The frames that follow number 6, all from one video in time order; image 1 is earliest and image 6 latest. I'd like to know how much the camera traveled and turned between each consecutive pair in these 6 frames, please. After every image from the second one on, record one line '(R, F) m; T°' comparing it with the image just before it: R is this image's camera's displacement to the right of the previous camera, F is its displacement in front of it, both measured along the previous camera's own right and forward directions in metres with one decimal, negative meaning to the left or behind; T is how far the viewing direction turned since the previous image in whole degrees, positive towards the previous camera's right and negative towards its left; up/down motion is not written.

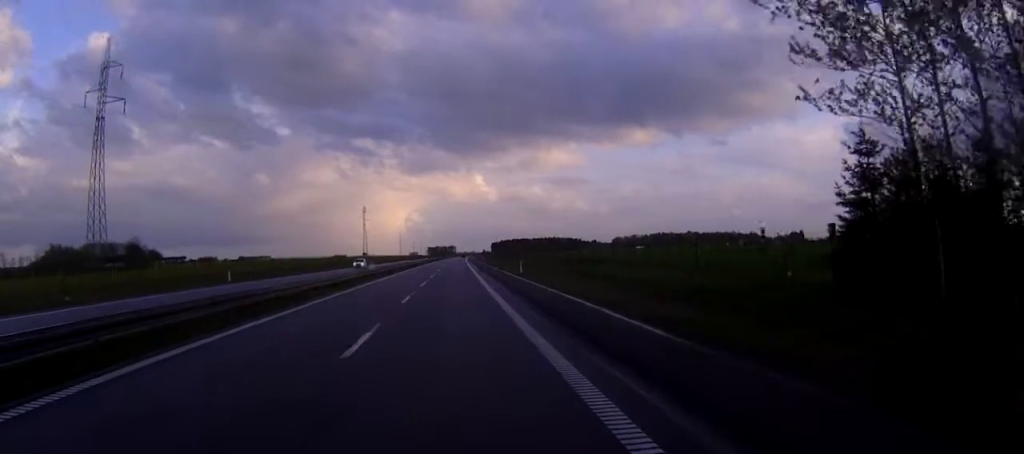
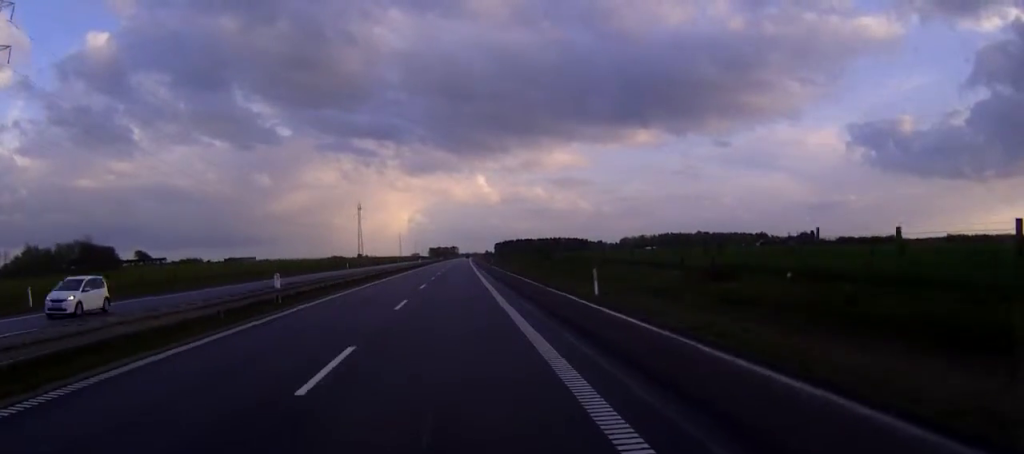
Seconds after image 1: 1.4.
(+0.1, +33.8) m; 0°
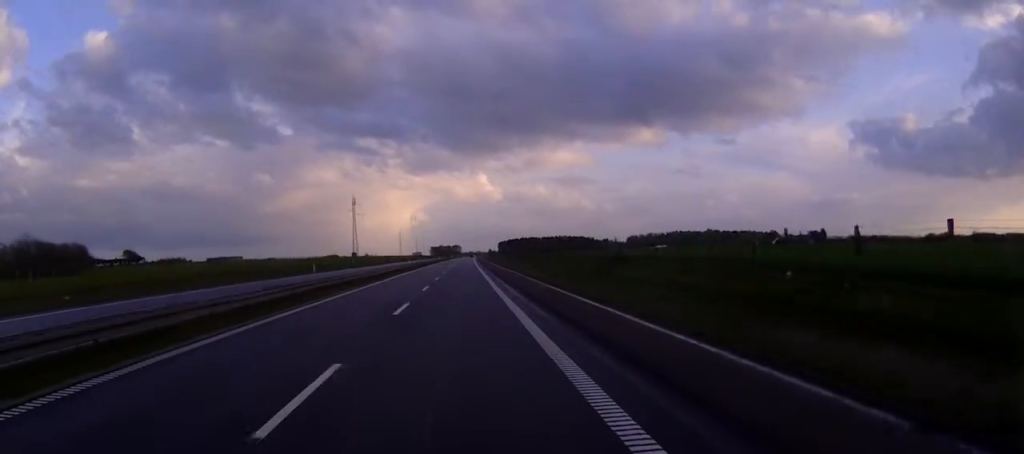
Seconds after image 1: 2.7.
(-0.1, +32.1) m; 0°
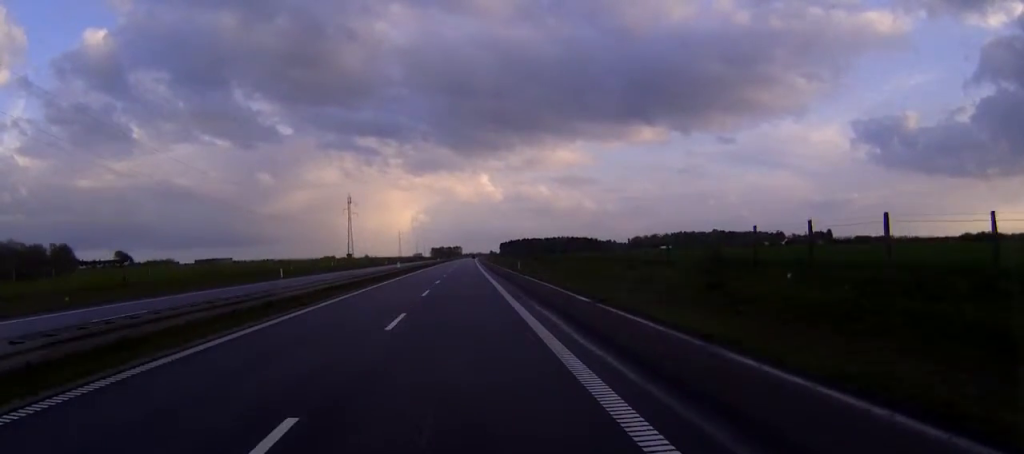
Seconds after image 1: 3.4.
(0.0, +19.0) m; 0°
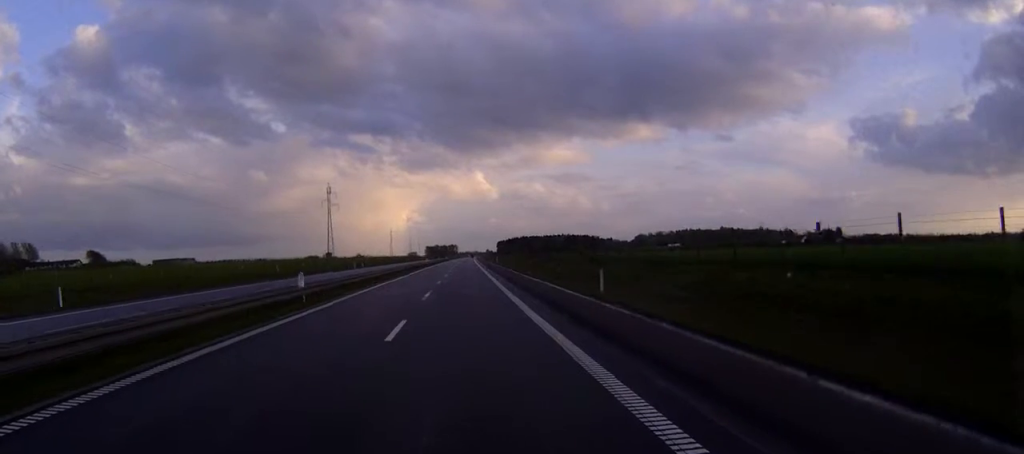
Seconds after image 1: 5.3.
(+0.2, +46.9) m; 0°
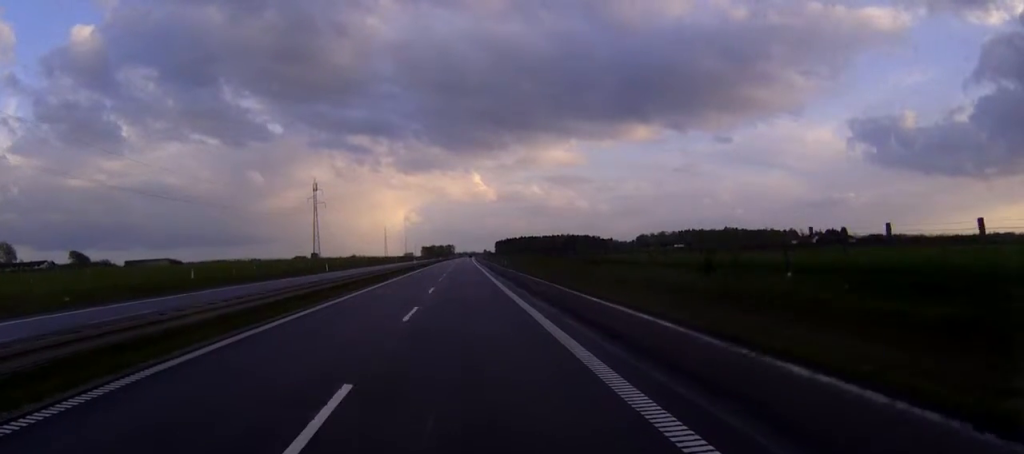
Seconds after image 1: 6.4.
(0.0, +25.6) m; 0°
